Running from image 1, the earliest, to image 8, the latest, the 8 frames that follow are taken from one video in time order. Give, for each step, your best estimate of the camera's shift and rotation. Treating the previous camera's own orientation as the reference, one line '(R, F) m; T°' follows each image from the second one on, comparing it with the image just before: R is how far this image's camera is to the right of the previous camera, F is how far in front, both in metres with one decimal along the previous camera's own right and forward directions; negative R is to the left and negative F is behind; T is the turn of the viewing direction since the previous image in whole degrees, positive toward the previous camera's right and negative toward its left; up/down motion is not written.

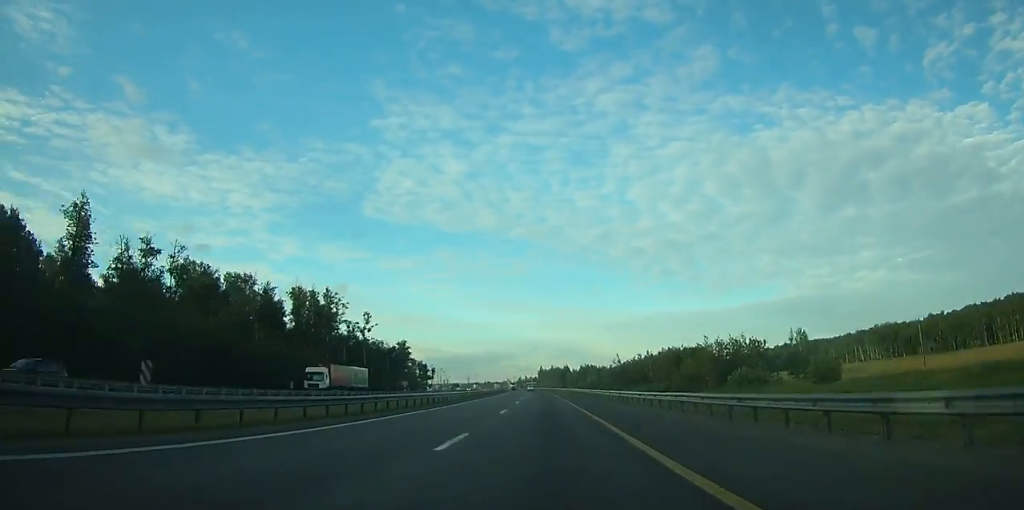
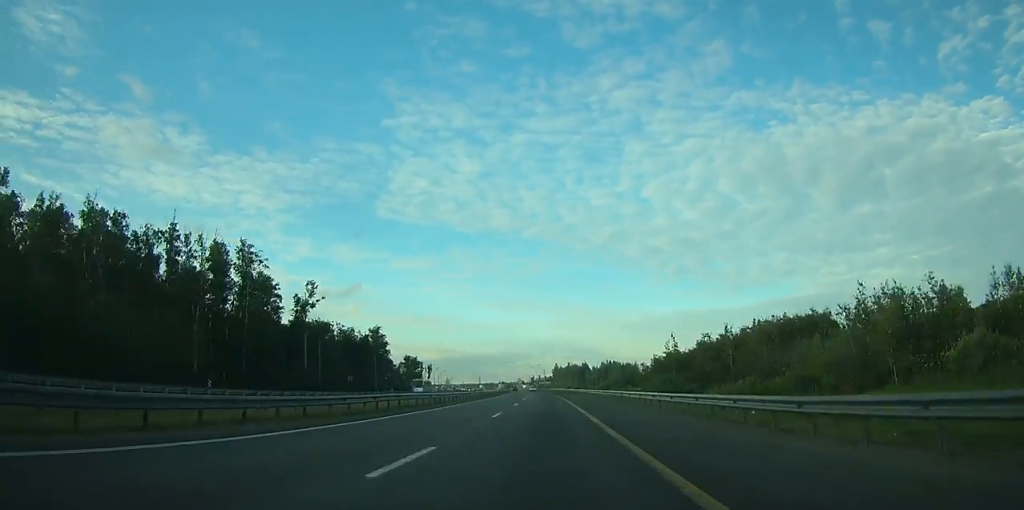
(-0.6, +48.5) m; -1°
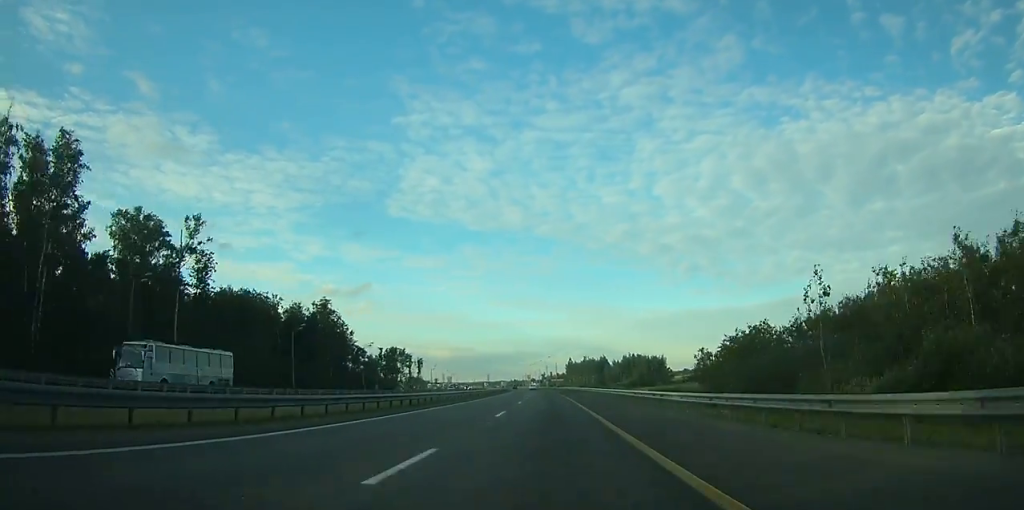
(-0.7, +47.0) m; -1°
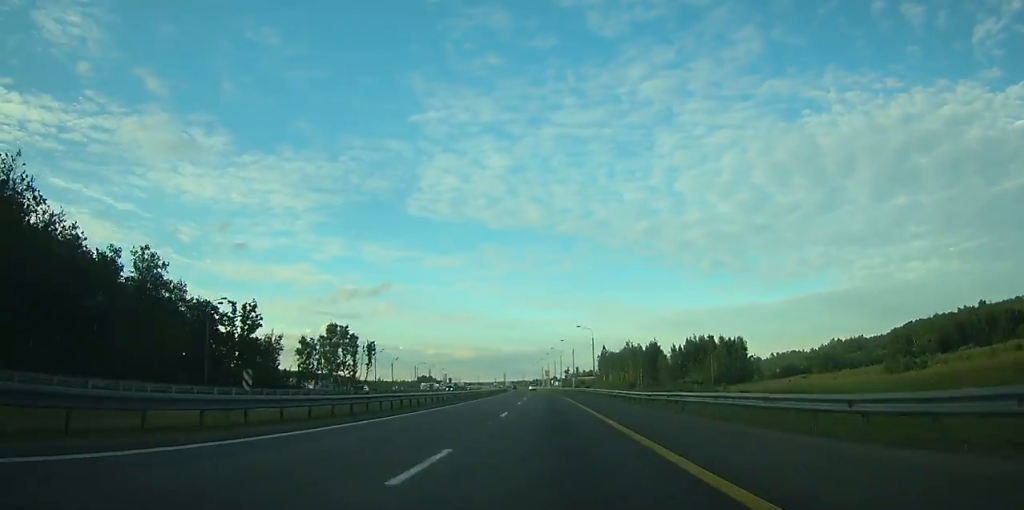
(-1.6, +88.8) m; -2°
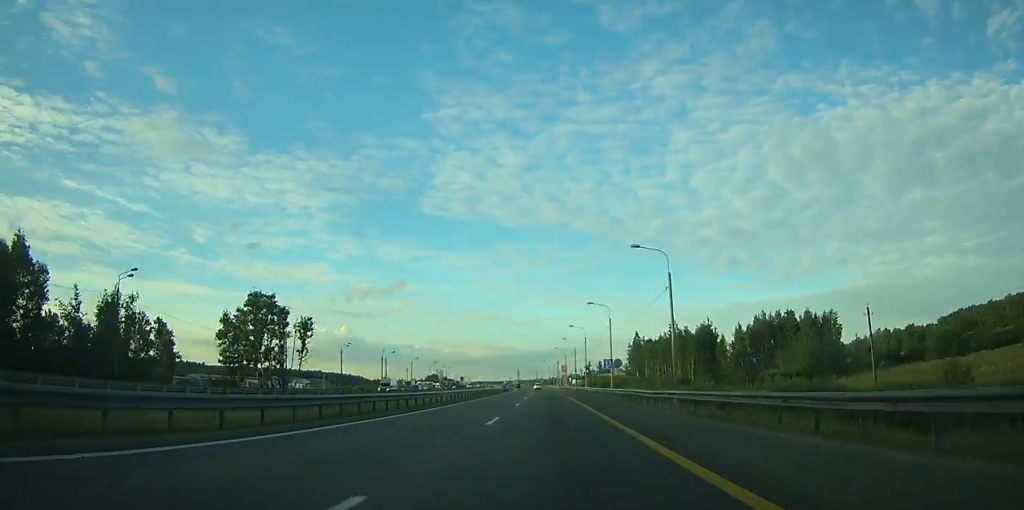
(-0.5, +49.8) m; -1°
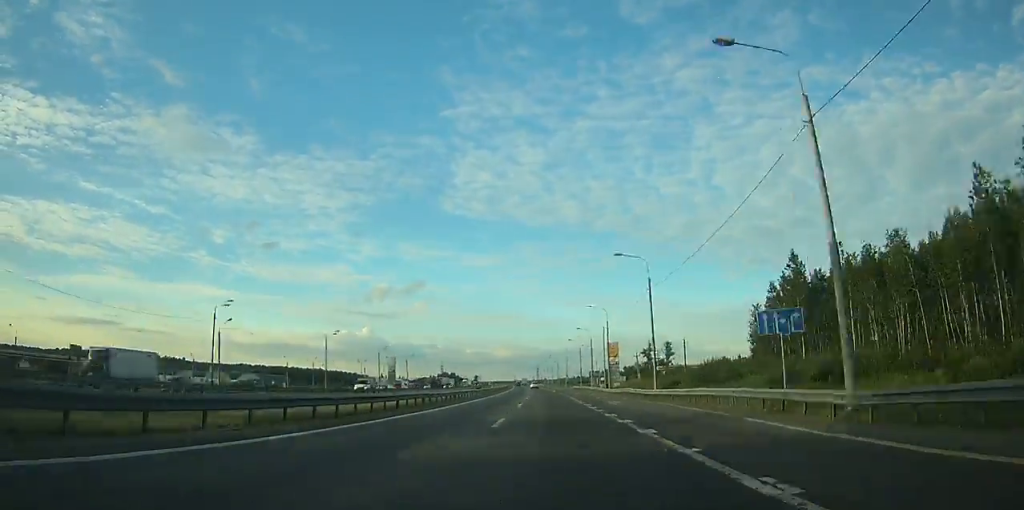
(-2.2, +107.3) m; -3°
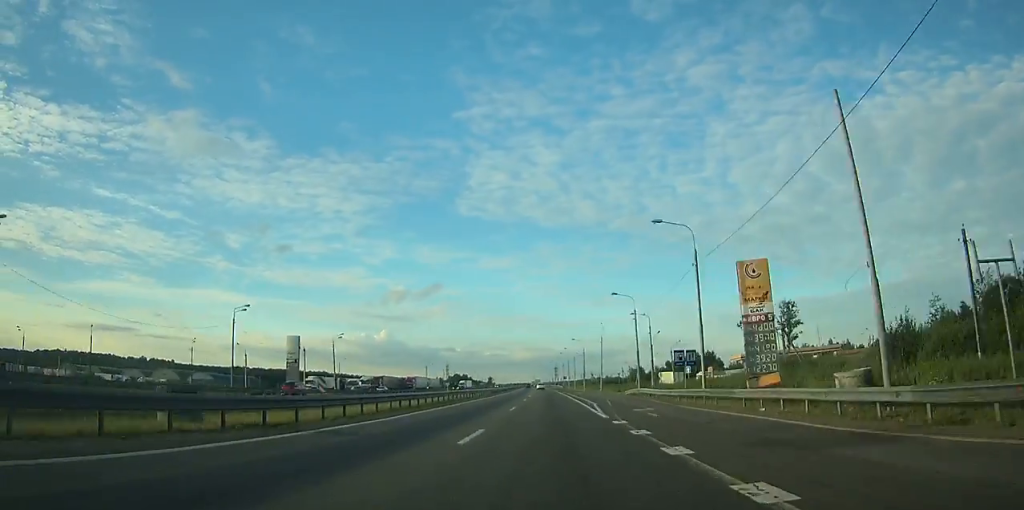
(-0.9, +68.9) m; -1°
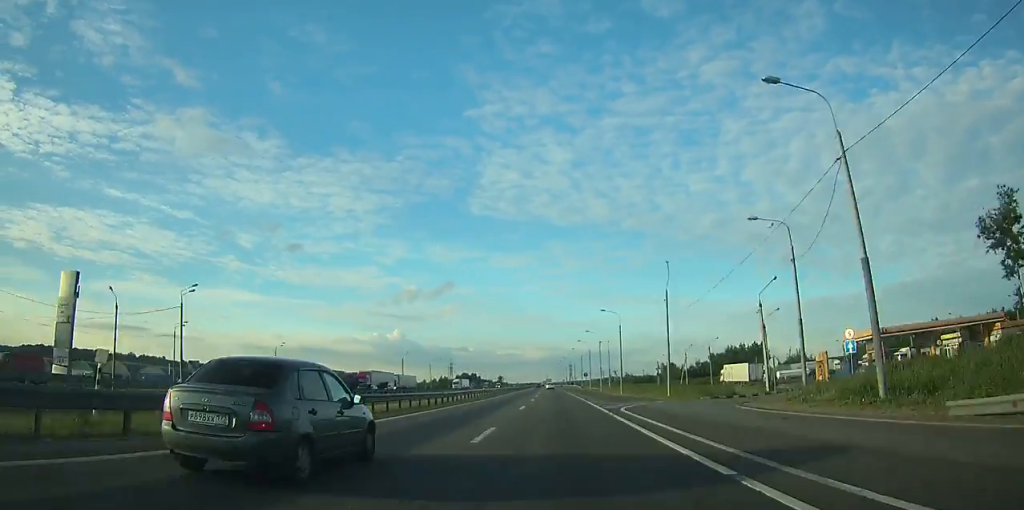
(-0.6, +51.9) m; -1°
